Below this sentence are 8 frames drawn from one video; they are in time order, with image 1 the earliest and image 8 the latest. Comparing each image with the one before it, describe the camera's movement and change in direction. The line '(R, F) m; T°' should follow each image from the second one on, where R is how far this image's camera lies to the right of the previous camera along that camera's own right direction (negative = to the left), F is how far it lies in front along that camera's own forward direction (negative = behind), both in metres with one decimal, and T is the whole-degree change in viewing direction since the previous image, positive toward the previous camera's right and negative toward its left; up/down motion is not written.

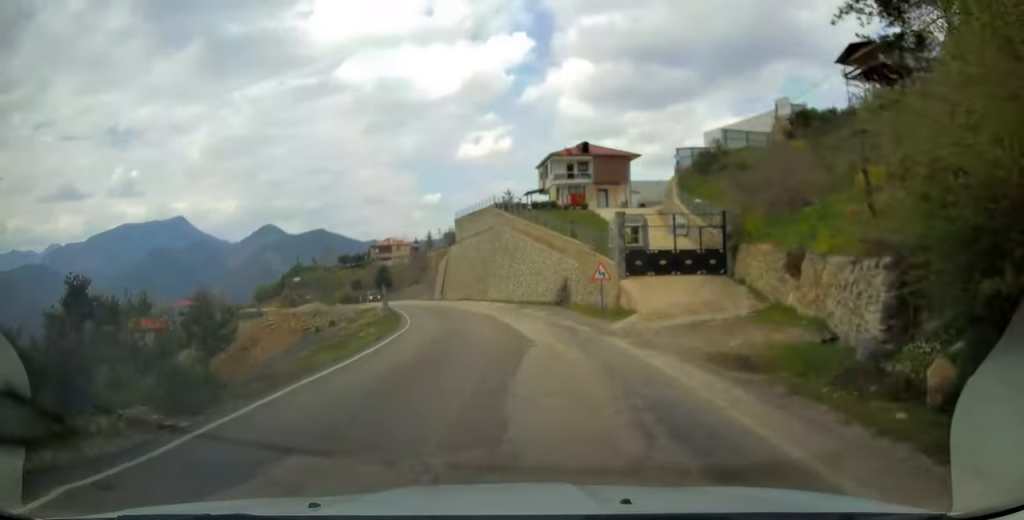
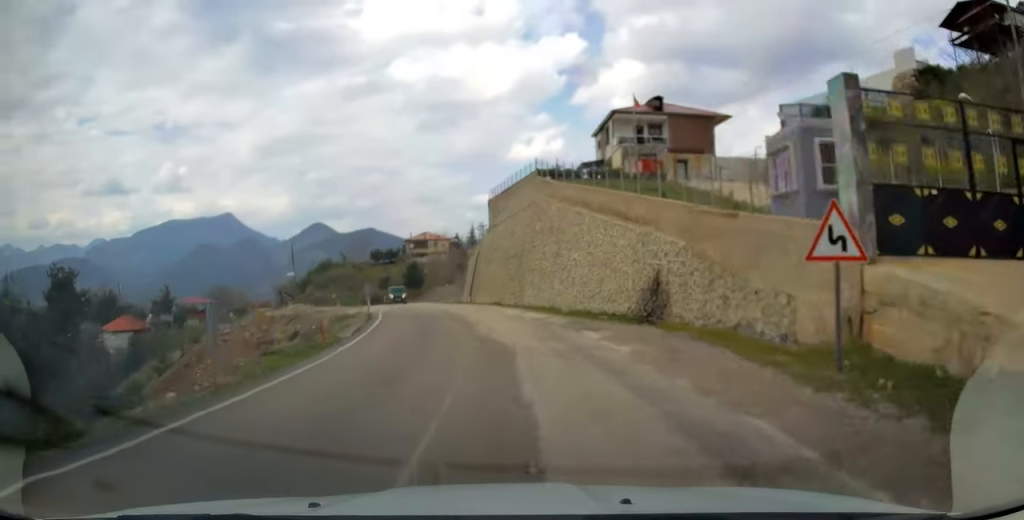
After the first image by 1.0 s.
(-0.6, +16.7) m; -5°
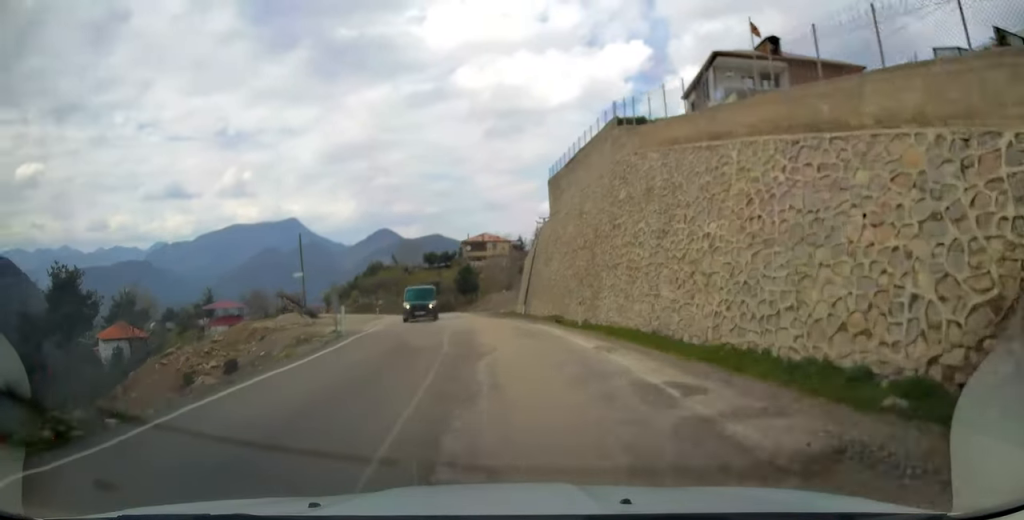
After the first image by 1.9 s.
(-0.7, +14.0) m; -5°
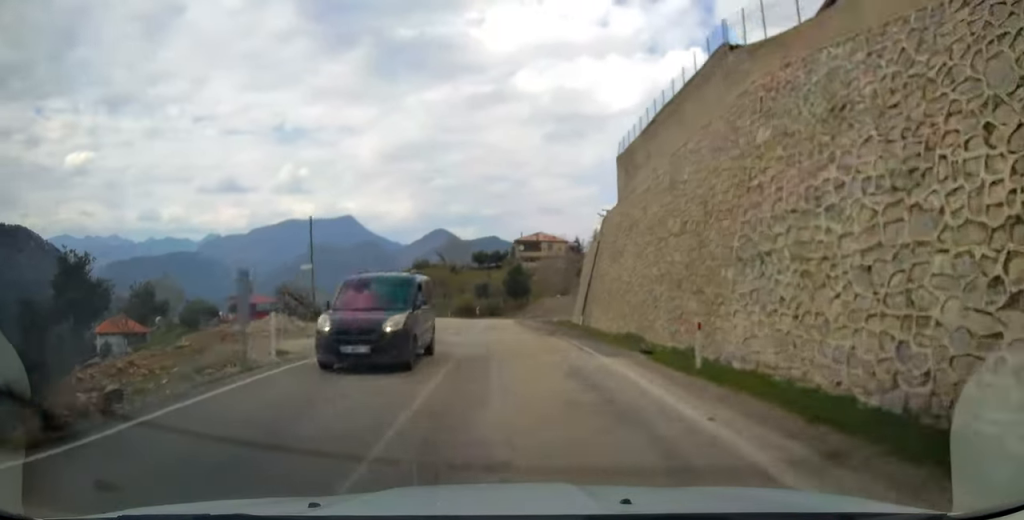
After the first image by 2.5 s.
(-0.2, +9.5) m; -4°
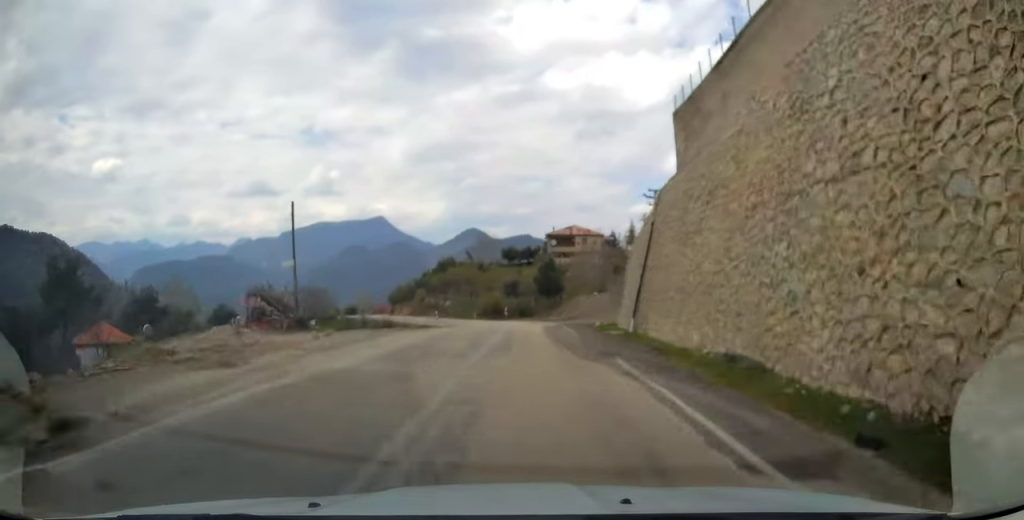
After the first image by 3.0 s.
(-0.3, +8.4) m; -2°
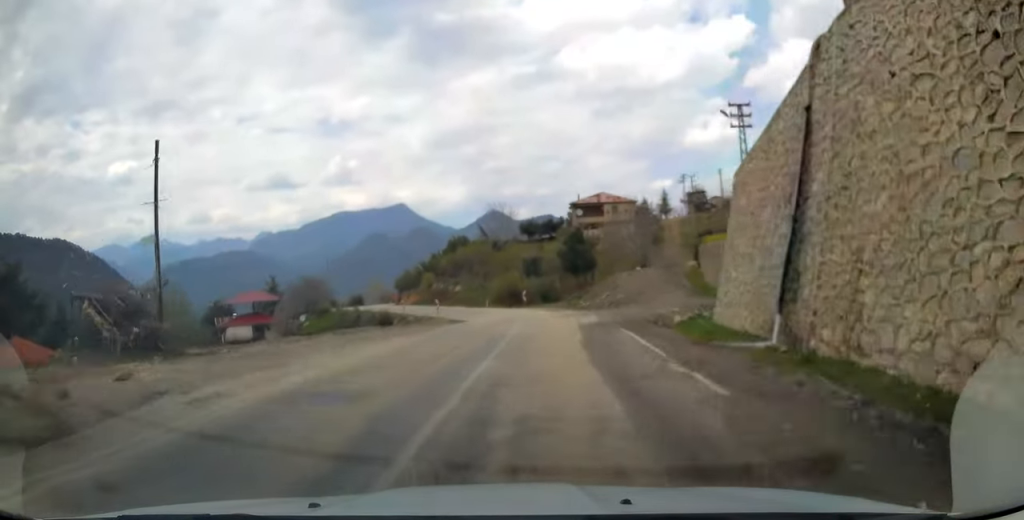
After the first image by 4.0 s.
(-0.6, +15.2) m; -3°
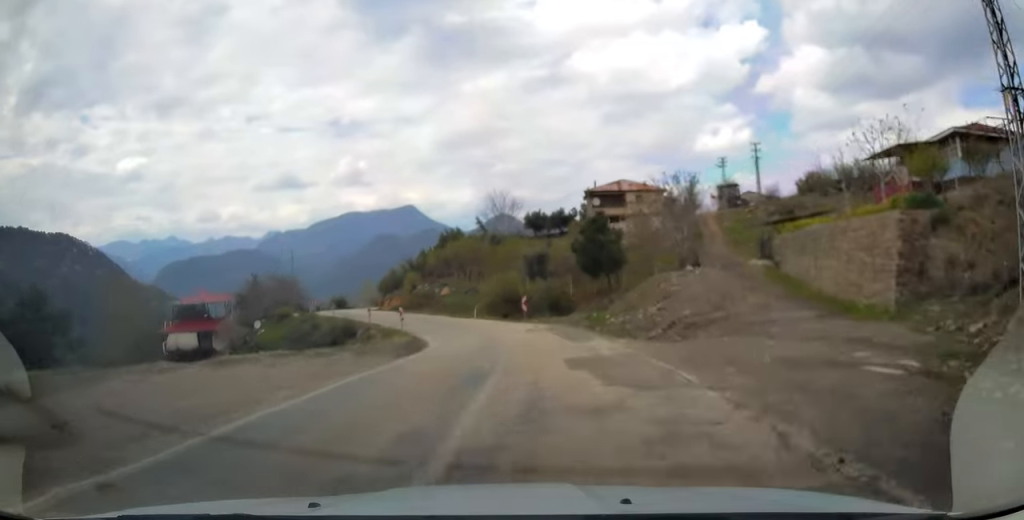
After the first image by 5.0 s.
(-0.2, +16.3) m; -3°
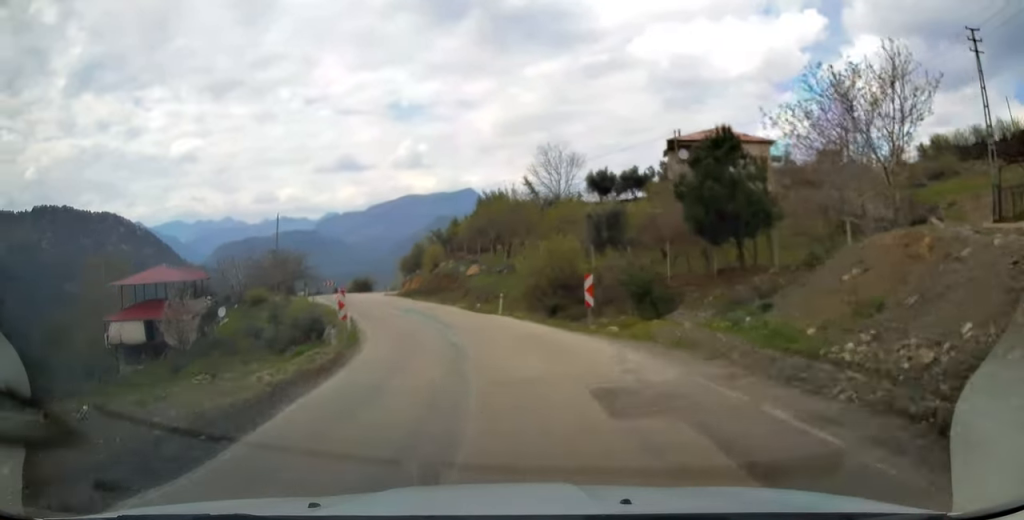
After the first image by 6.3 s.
(-0.8, +20.5) m; -8°
